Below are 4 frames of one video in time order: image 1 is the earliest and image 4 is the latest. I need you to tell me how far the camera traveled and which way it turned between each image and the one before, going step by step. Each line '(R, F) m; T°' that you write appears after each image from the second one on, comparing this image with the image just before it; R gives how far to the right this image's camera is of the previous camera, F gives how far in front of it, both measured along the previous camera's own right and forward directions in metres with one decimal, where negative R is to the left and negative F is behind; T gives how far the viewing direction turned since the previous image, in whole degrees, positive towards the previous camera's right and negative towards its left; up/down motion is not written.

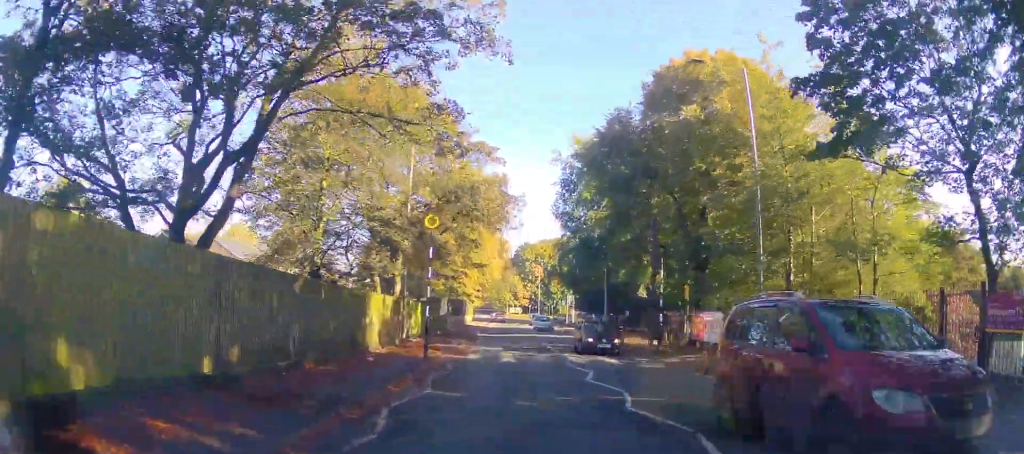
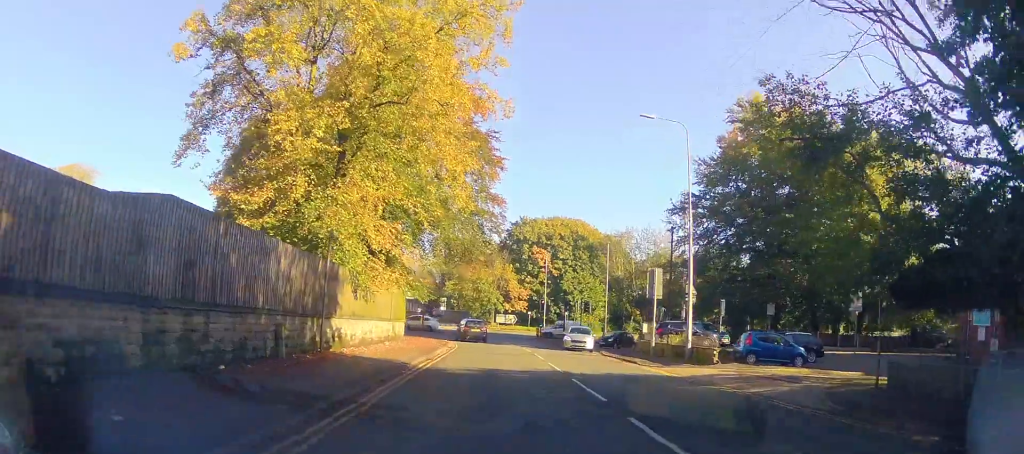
(+0.4, +45.7) m; +8°
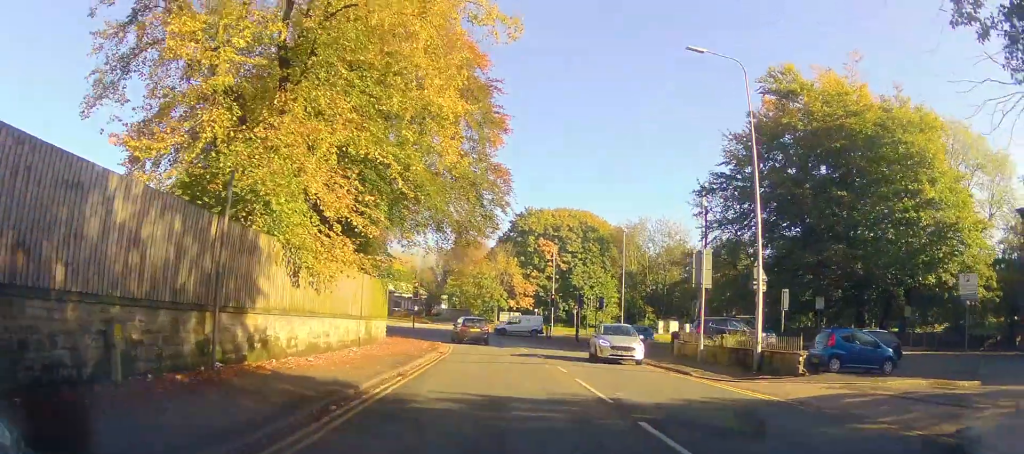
(+0.5, +6.0) m; +4°
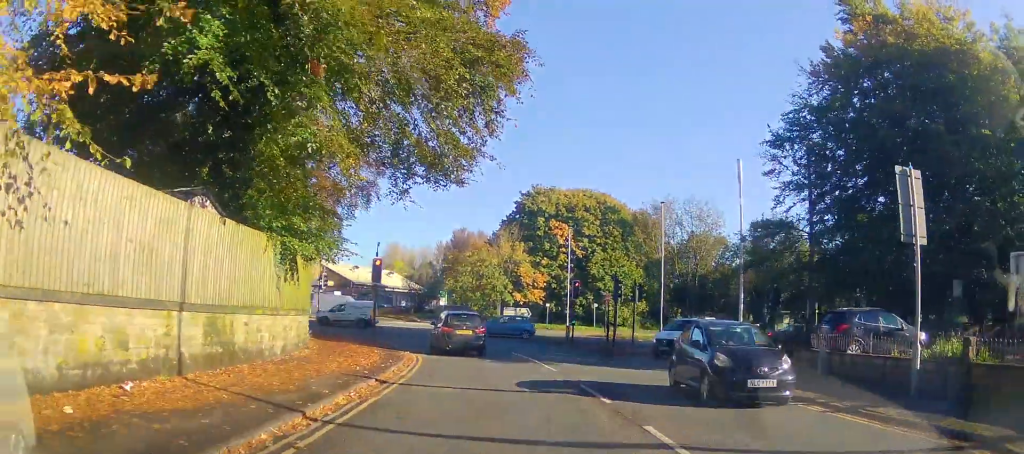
(+0.1, +11.8) m; -8°
